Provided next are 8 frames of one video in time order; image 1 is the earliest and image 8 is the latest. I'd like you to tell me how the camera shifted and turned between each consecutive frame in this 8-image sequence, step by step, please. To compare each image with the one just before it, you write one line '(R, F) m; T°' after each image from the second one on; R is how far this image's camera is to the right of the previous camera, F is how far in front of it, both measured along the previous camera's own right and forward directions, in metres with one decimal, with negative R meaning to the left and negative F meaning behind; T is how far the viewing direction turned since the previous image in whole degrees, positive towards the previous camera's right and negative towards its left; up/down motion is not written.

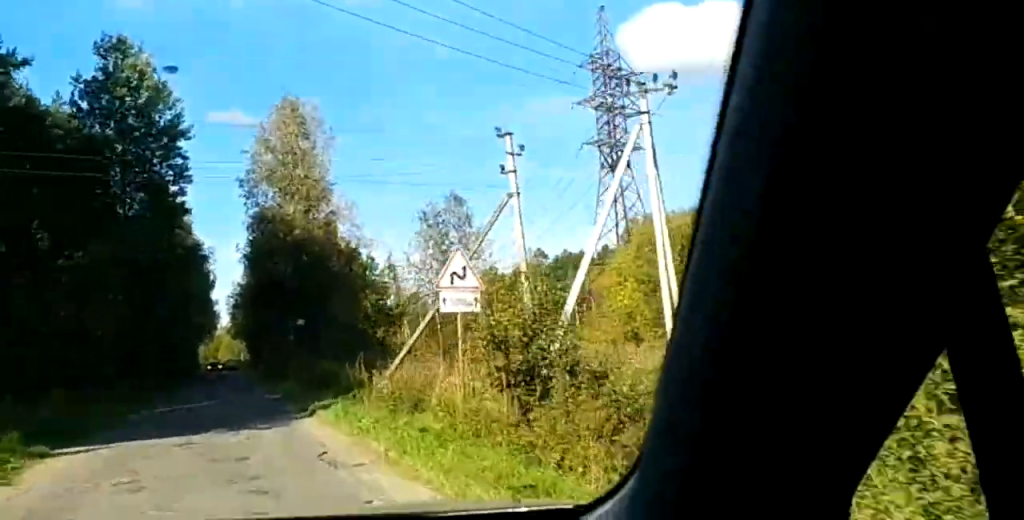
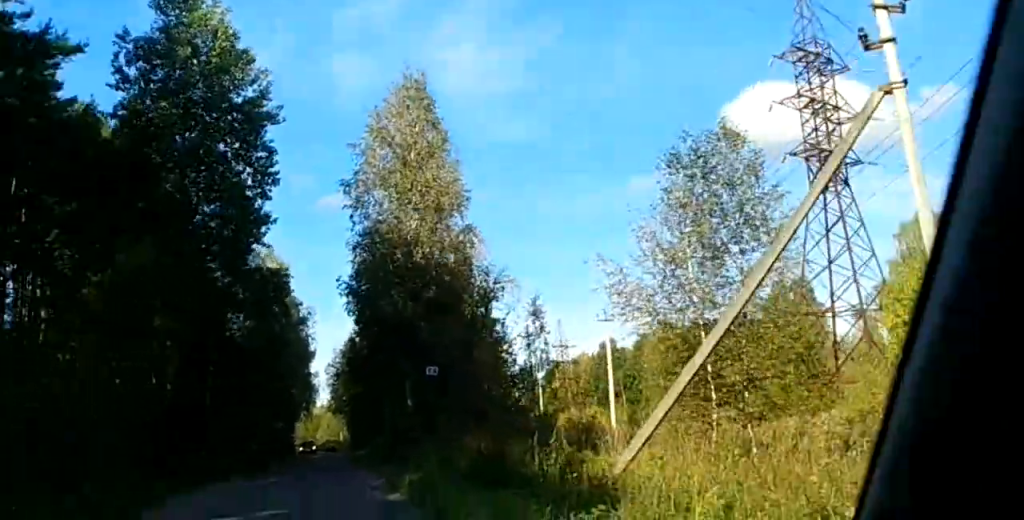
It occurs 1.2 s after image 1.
(-0.3, +17.4) m; 0°
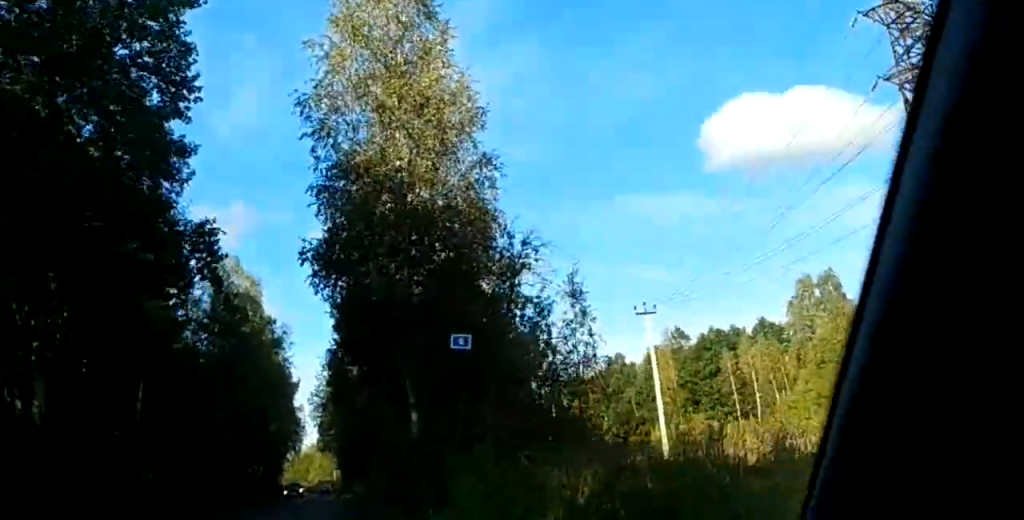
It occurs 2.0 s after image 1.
(+0.2, +13.3) m; +2°
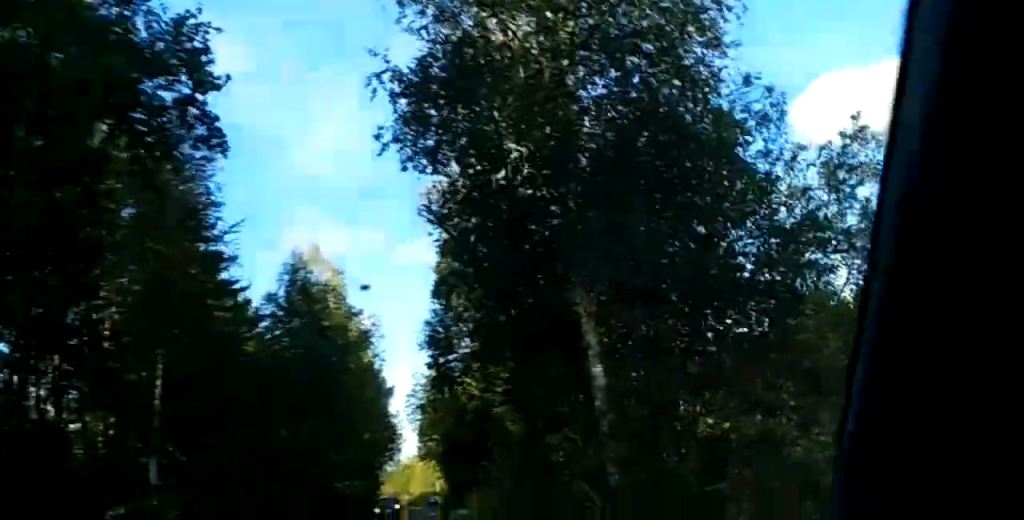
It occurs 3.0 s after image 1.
(+0.2, +13.9) m; 0°
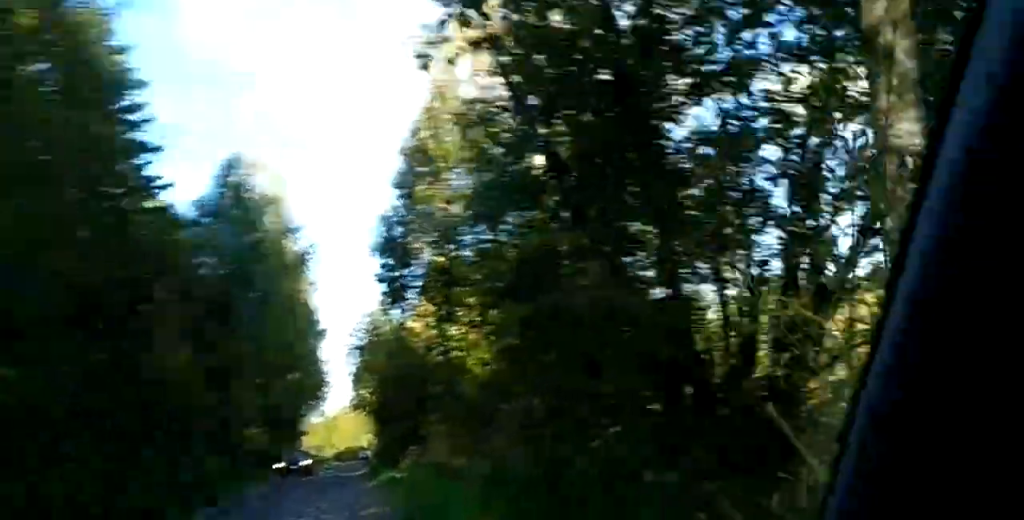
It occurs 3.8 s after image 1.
(-0.1, +10.8) m; 0°
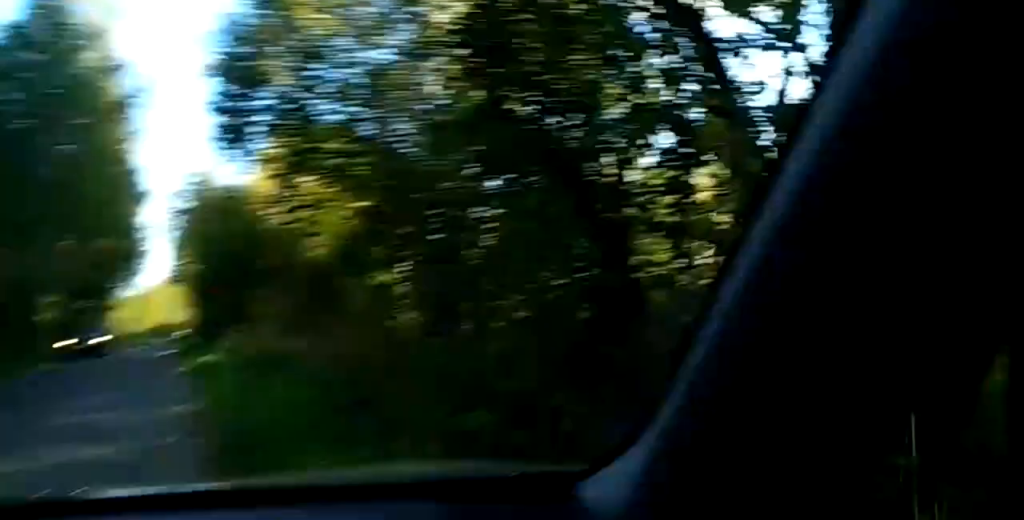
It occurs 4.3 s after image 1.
(-0.3, +6.2) m; 0°
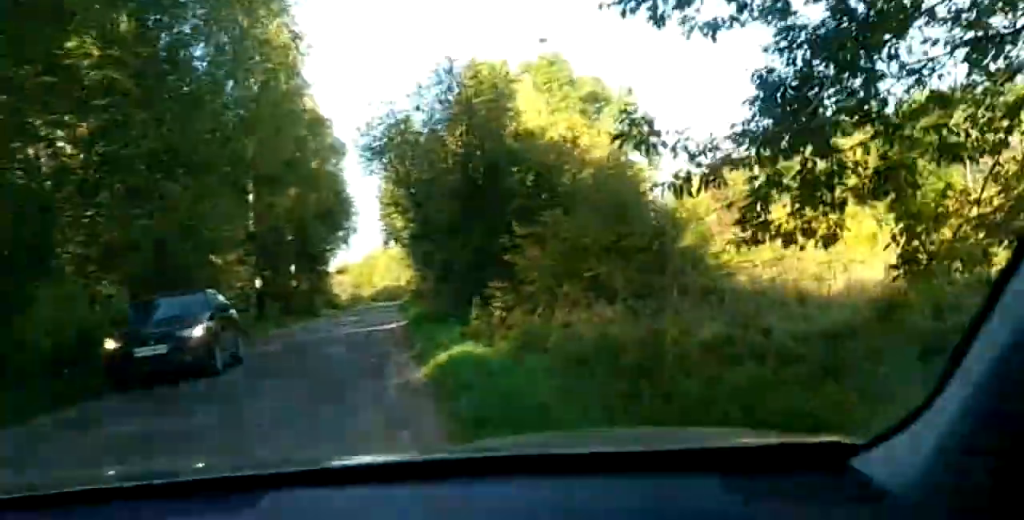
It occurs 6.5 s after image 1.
(+1.4, +23.1) m; +3°
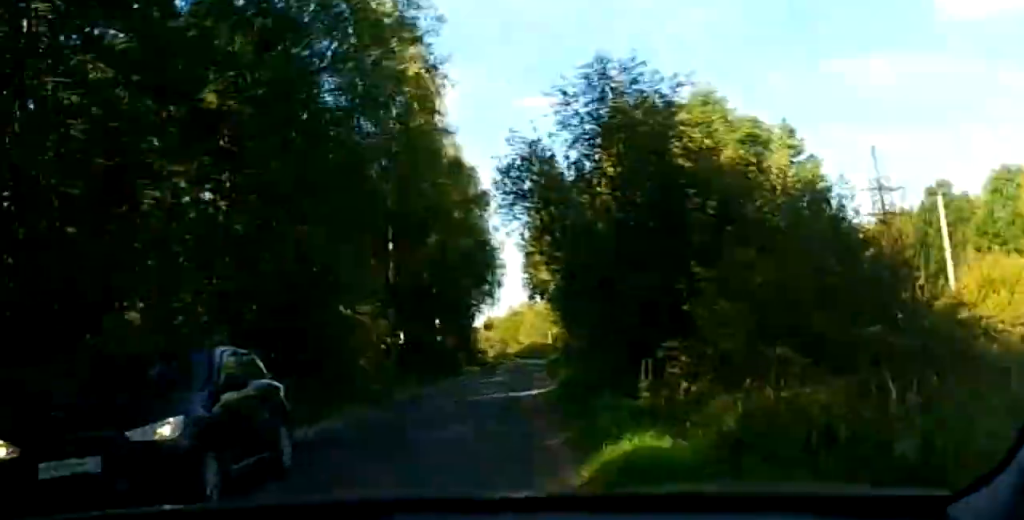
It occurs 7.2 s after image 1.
(-0.2, +6.0) m; +1°
